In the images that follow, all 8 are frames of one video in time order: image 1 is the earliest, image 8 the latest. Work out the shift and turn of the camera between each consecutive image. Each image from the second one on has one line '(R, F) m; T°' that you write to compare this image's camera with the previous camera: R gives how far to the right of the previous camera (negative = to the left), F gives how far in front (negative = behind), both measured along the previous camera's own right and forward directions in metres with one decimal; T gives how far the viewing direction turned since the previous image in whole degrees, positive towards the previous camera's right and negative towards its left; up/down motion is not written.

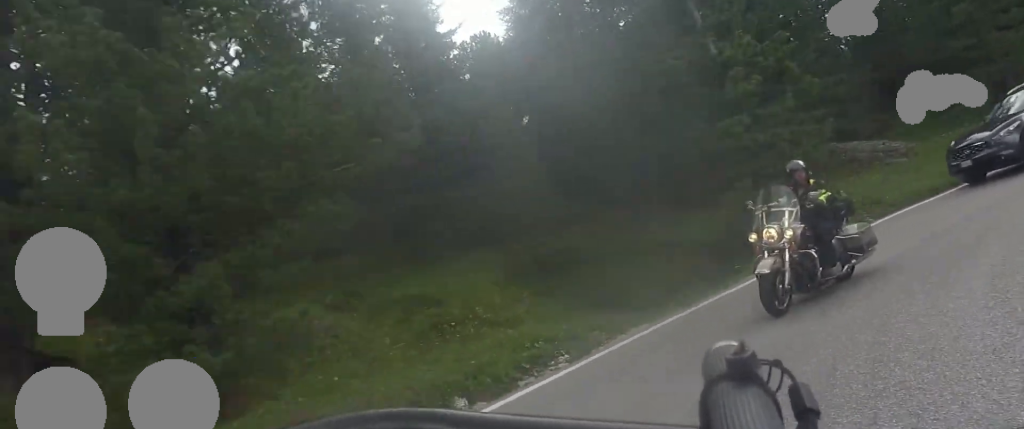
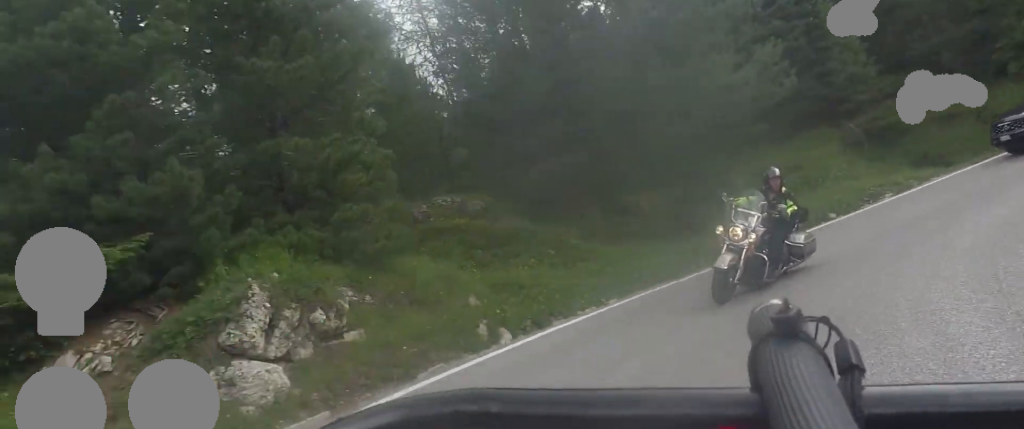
(-2.7, +8.0) m; -28°
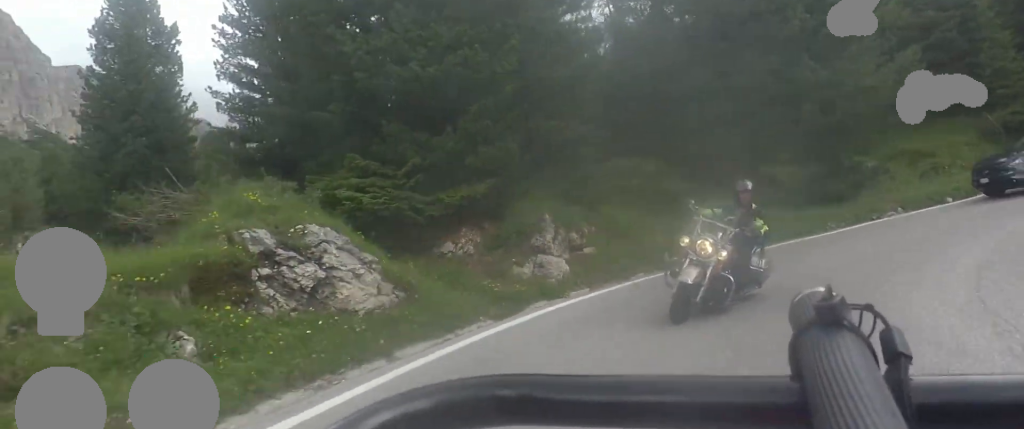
(-0.4, +5.0) m; -9°
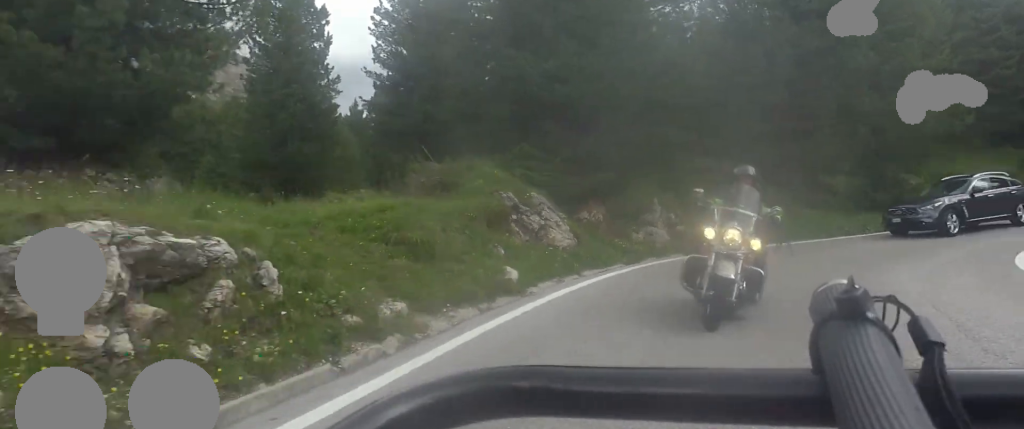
(+0.2, +5.2) m; -8°
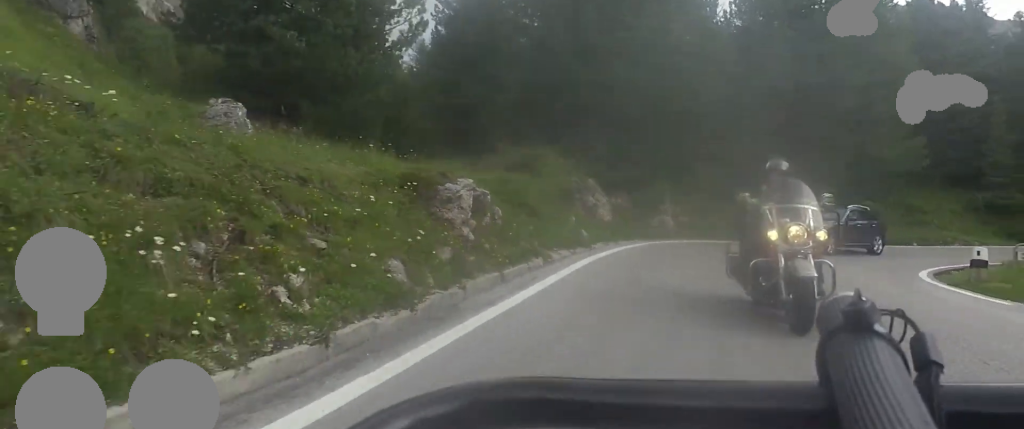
(-0.9, +5.0) m; -3°
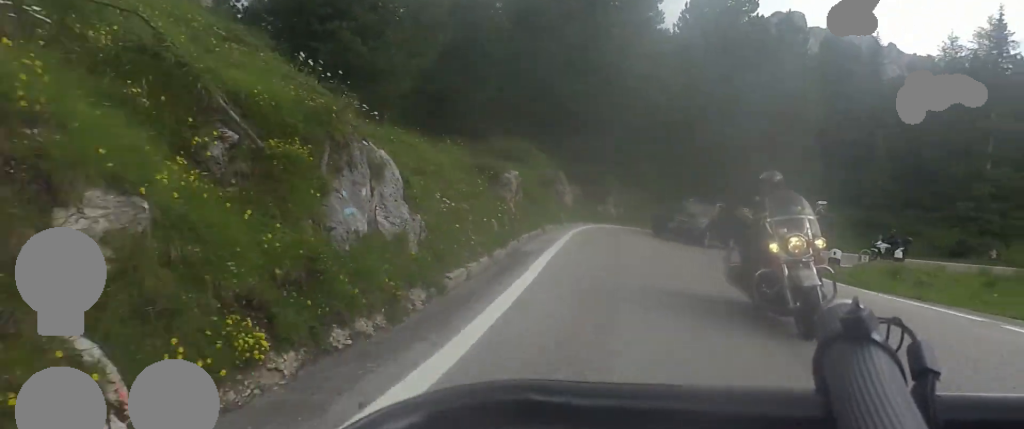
(-0.2, +4.8) m; +4°
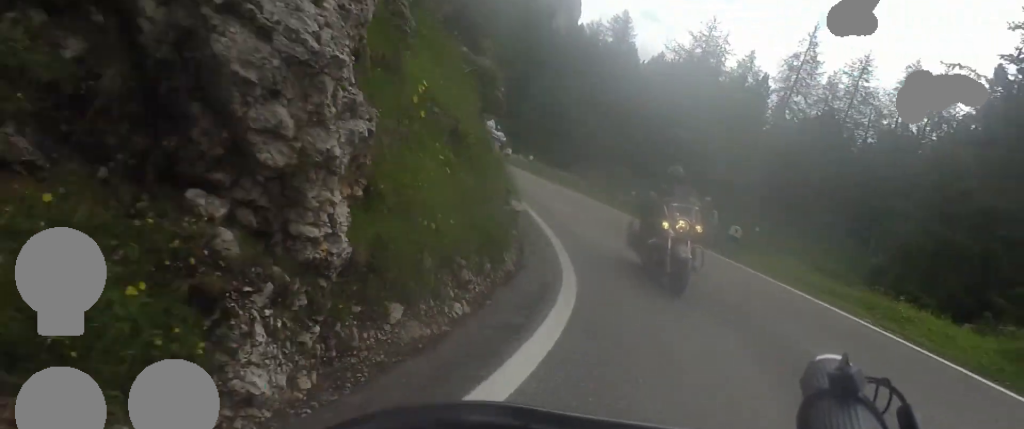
(+3.9, +14.0) m; +27°
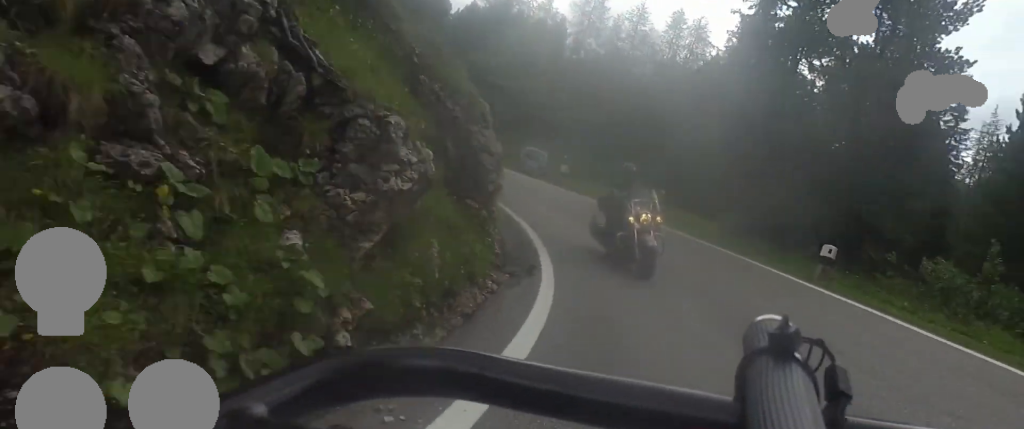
(+0.3, +7.0) m; +9°
